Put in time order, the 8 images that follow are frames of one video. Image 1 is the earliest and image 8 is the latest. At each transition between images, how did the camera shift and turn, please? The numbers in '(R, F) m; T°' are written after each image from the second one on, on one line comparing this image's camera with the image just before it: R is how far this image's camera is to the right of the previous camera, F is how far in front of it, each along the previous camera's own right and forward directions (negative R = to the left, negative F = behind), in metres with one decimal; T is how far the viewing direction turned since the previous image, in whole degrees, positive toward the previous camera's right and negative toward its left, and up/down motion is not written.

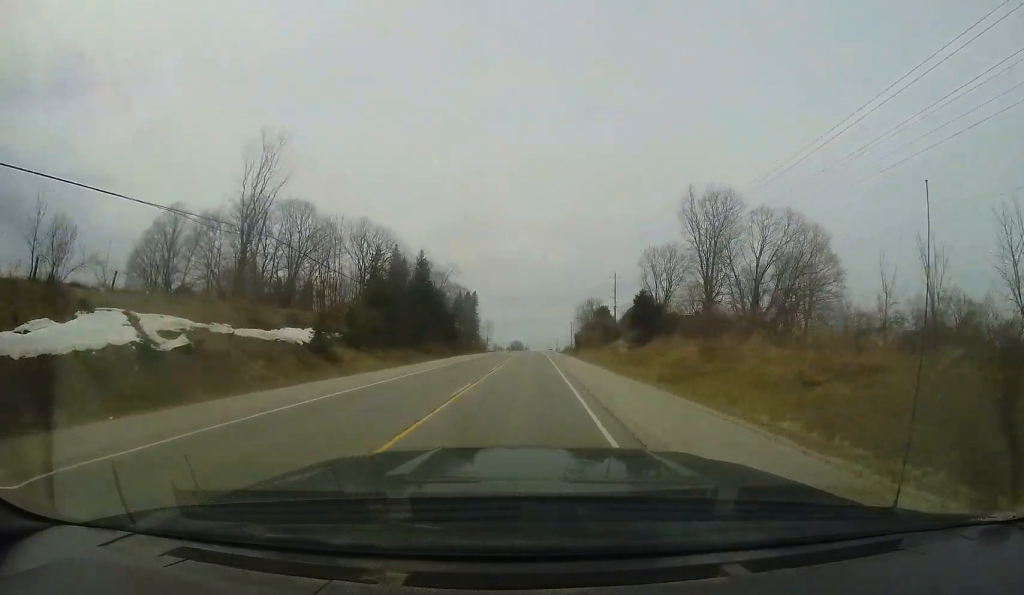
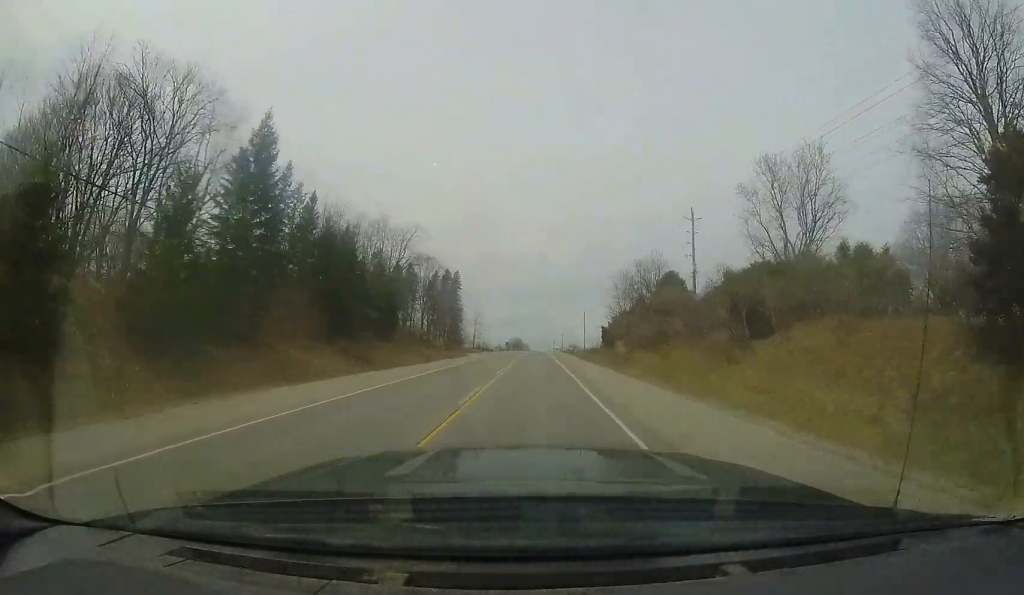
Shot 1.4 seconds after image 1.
(+0.3, +36.9) m; 0°
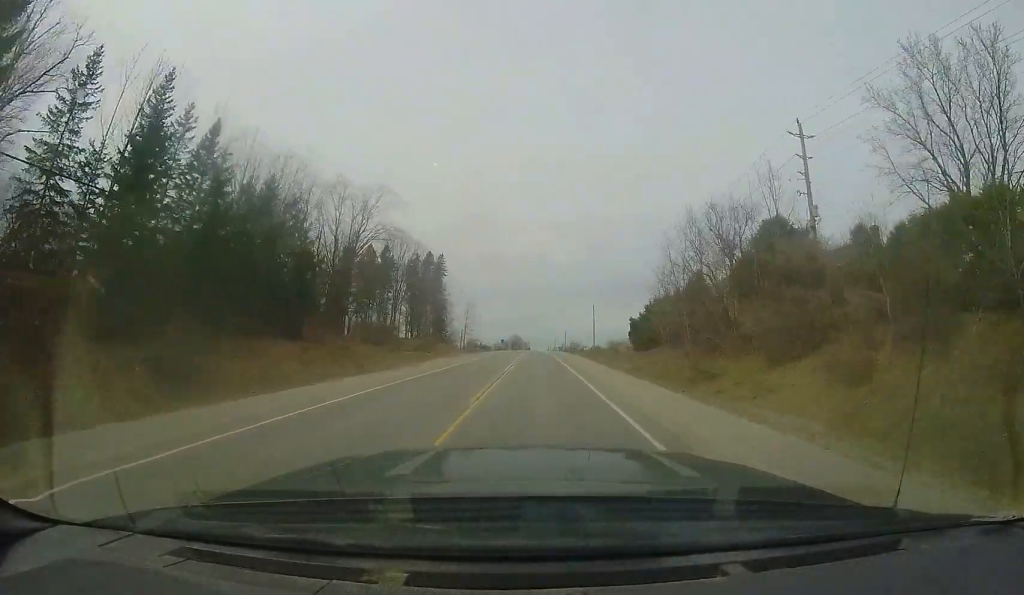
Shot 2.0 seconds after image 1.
(-0.2, +17.8) m; -1°
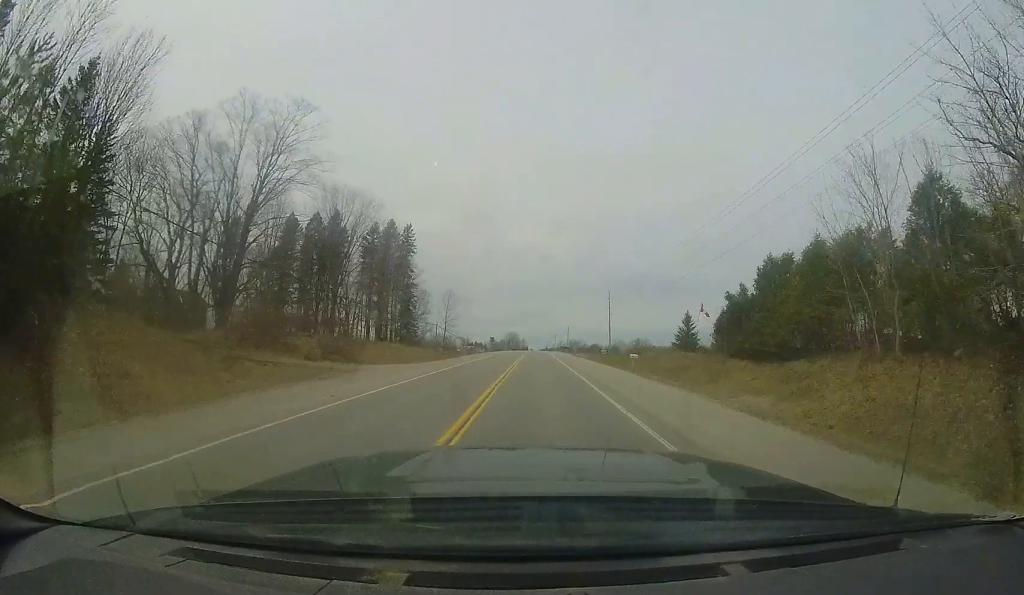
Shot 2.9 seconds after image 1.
(-0.2, +22.3) m; 0°
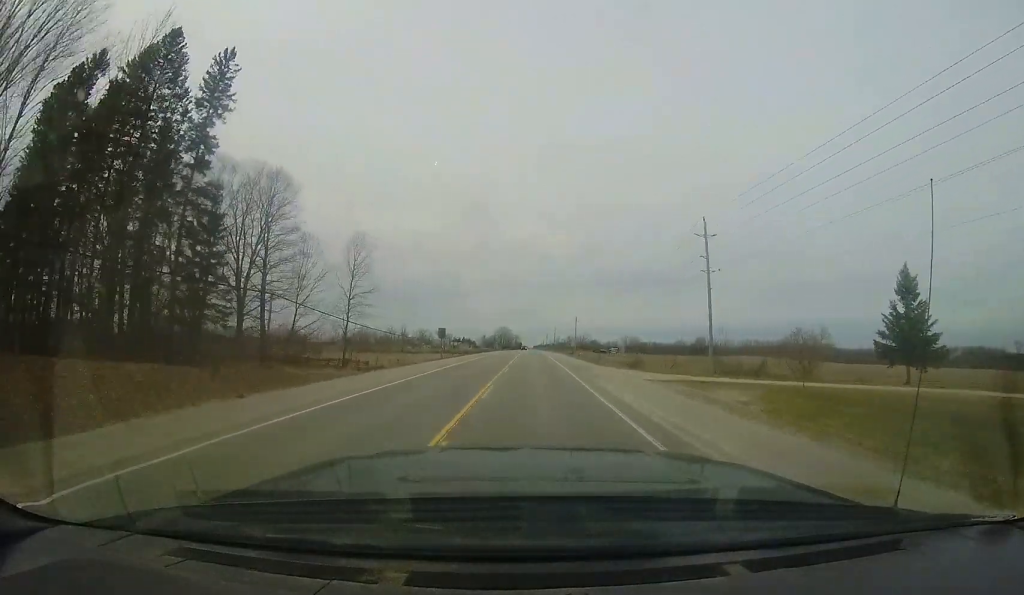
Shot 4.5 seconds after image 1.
(+0.6, +44.7) m; +2°
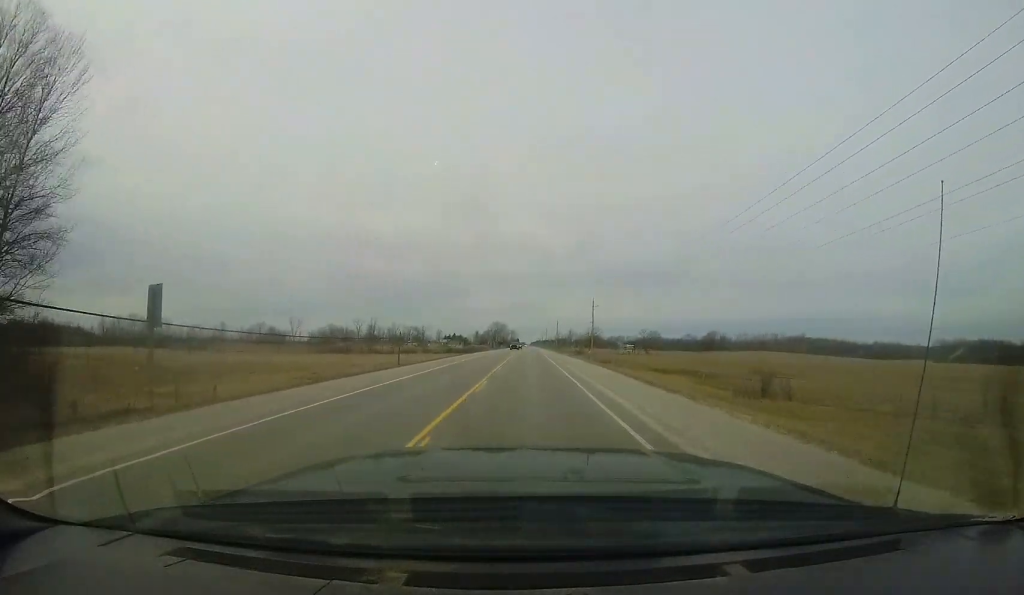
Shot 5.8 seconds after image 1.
(+0.3, +35.2) m; +1°
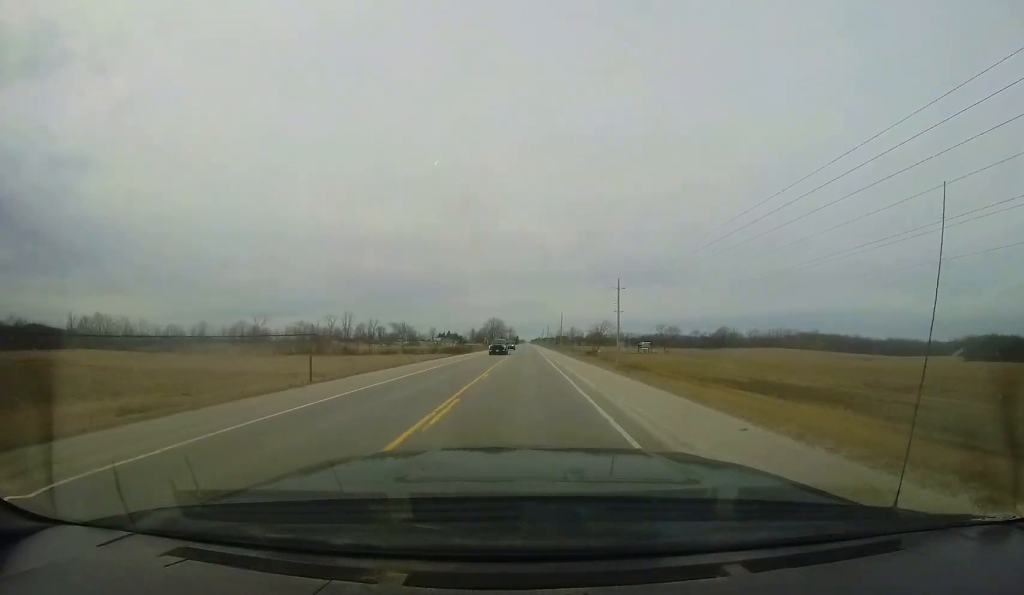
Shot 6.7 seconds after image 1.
(+0.1, +22.6) m; 0°
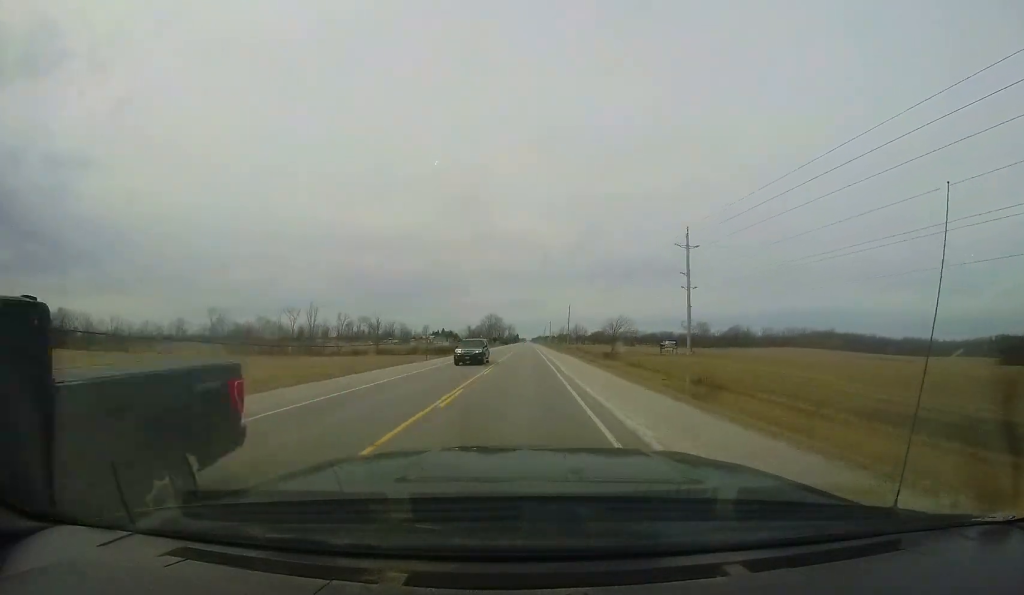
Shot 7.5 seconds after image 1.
(-0.1, +23.5) m; -1°
